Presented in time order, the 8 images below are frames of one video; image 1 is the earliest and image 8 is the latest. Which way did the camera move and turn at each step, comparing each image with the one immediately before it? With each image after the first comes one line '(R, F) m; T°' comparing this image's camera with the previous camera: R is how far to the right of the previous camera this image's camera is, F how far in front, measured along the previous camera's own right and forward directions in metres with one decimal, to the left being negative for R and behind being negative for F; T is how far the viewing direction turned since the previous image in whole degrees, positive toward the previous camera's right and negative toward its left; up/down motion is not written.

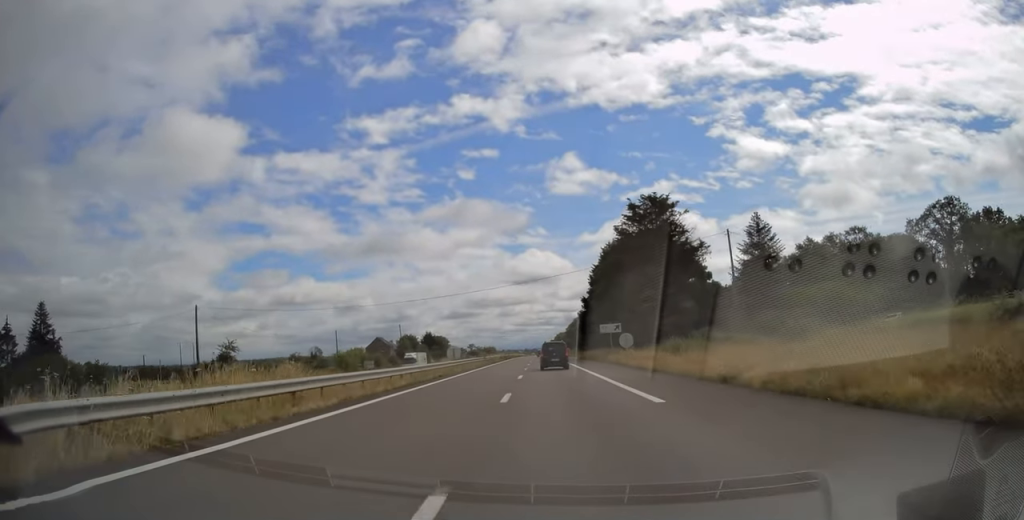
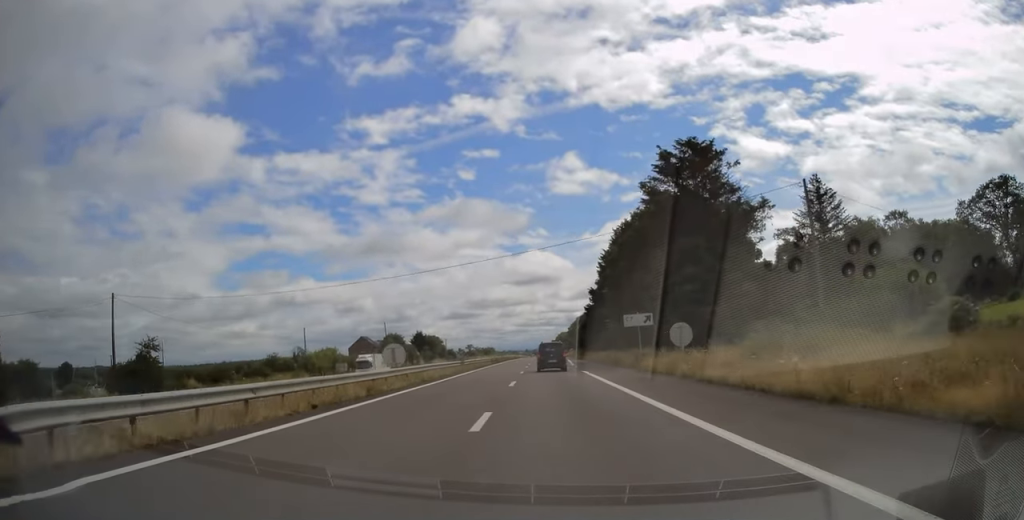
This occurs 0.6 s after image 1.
(0.0, +18.4) m; 0°
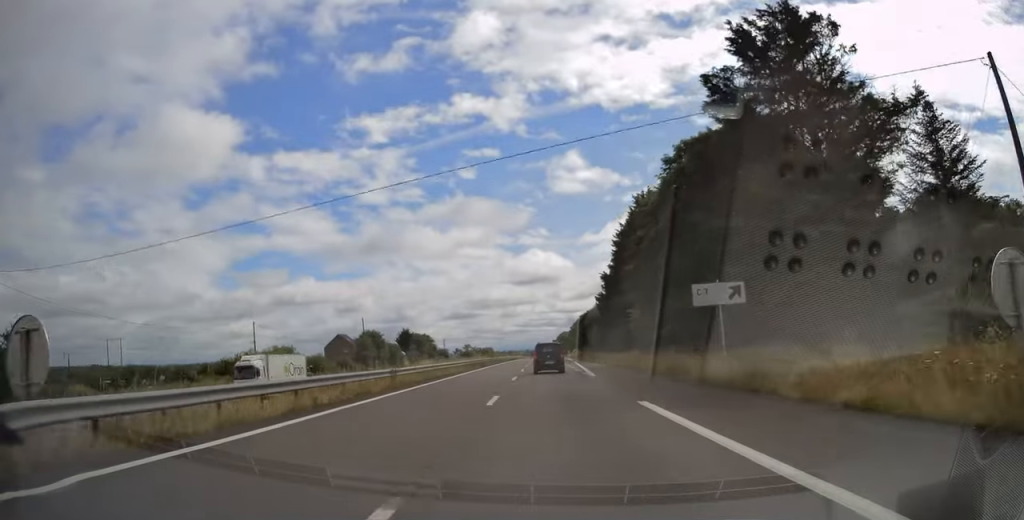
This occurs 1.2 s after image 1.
(0.0, +20.9) m; 0°
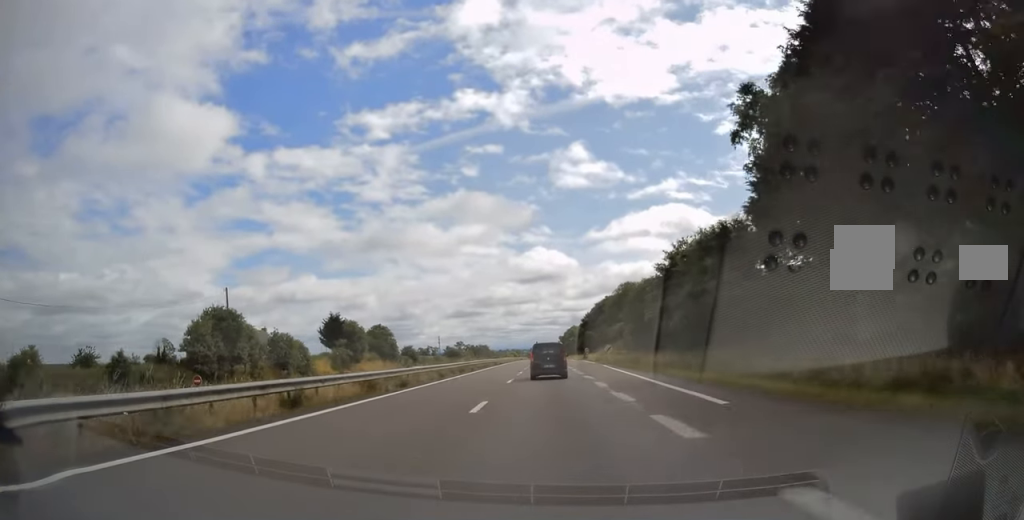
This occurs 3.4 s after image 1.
(0.0, +66.2) m; 0°
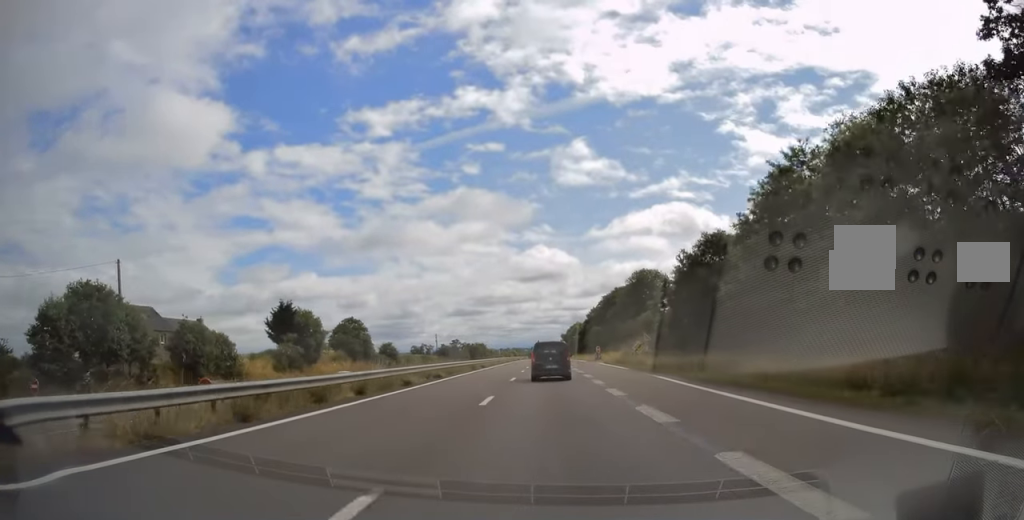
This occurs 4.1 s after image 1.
(0.0, +23.9) m; 0°
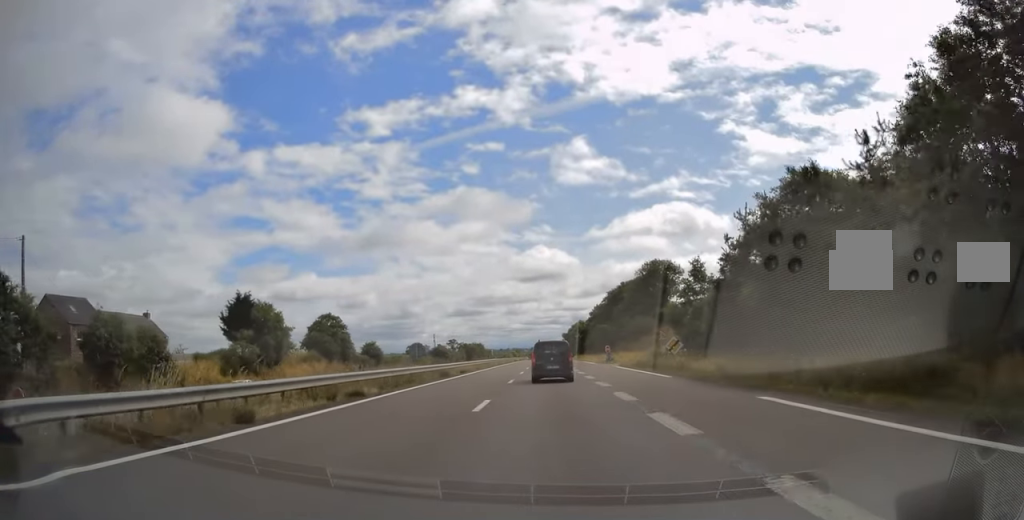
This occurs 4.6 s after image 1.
(0.0, +14.5) m; 0°
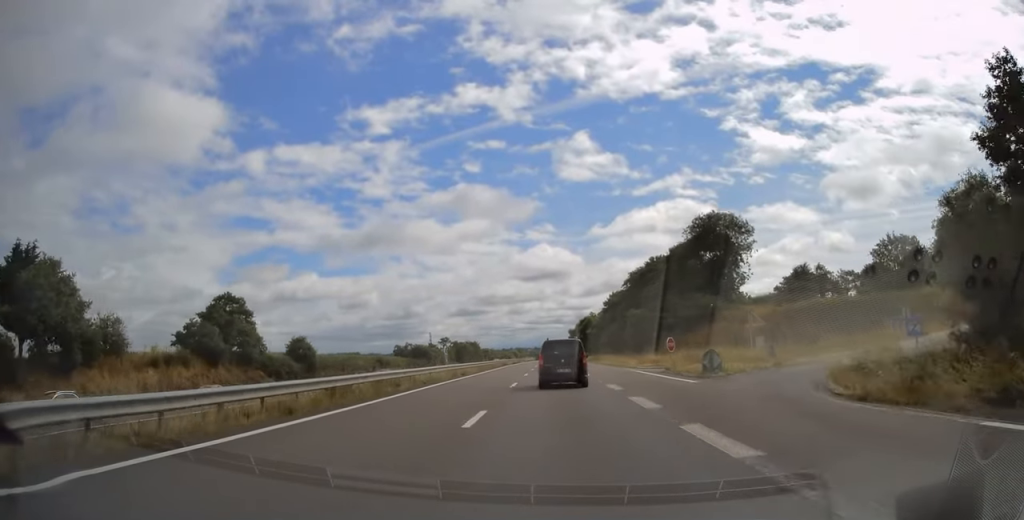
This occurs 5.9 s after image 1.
(0.0, +41.6) m; 0°
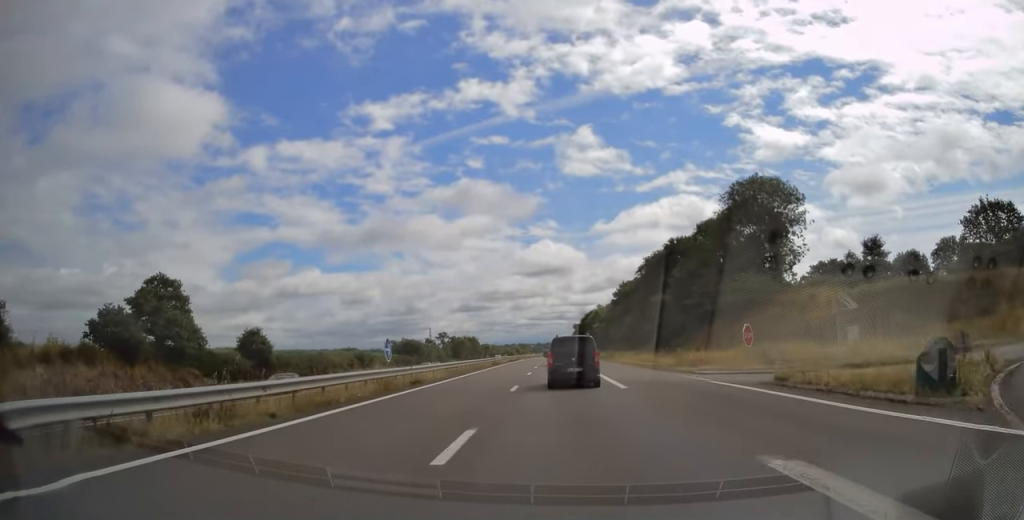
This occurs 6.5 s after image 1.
(0.0, +16.6) m; 0°
